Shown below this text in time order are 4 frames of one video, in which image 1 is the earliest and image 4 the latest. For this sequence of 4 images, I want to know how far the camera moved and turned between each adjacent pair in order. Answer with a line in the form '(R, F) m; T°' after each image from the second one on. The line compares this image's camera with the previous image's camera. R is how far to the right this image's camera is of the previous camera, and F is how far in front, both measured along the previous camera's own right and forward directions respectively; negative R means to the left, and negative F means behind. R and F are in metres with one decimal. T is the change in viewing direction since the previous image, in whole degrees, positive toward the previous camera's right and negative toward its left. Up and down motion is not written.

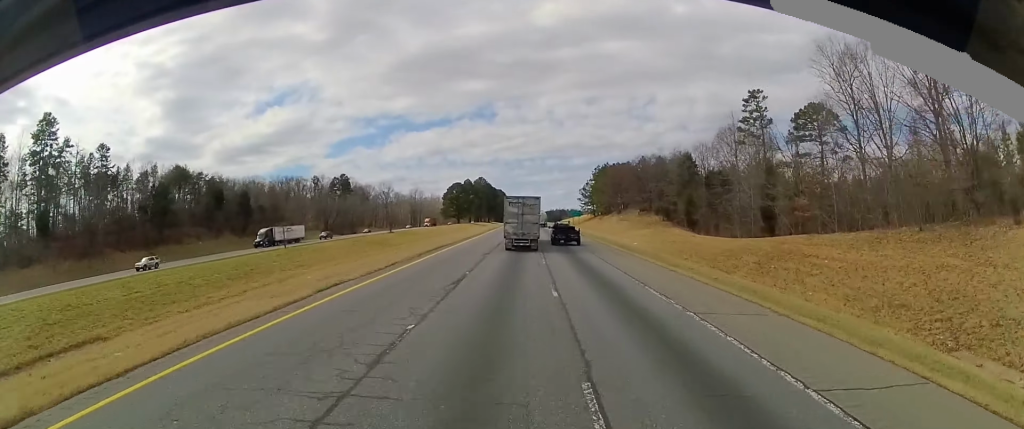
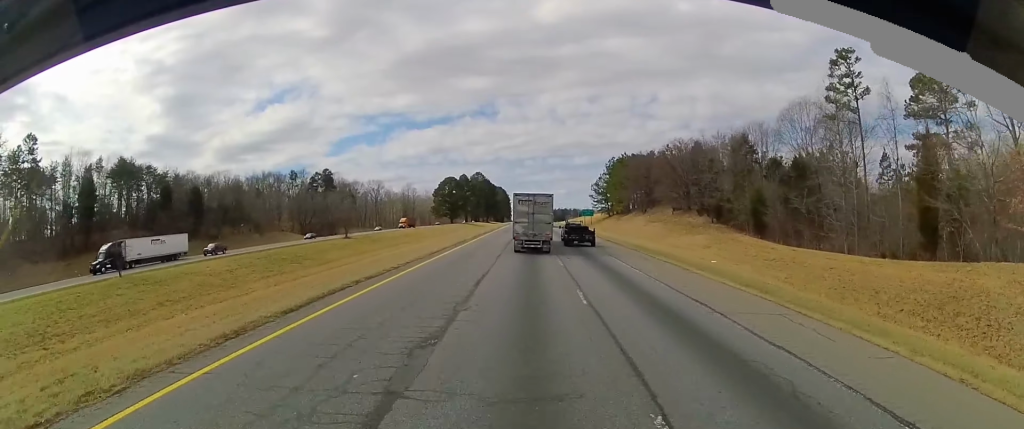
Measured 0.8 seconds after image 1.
(0.0, +25.7) m; 0°
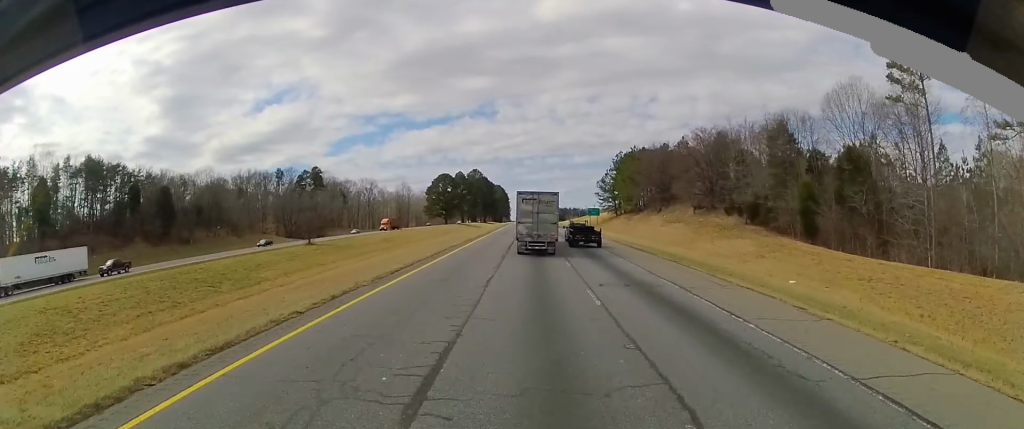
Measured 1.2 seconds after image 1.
(0.0, +12.3) m; 0°
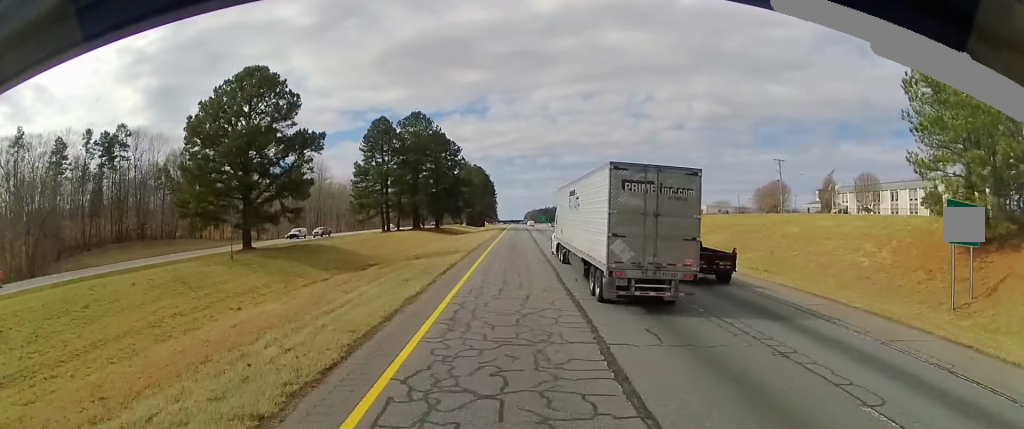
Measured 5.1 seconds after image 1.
(+0.5, +120.0) m; +1°
